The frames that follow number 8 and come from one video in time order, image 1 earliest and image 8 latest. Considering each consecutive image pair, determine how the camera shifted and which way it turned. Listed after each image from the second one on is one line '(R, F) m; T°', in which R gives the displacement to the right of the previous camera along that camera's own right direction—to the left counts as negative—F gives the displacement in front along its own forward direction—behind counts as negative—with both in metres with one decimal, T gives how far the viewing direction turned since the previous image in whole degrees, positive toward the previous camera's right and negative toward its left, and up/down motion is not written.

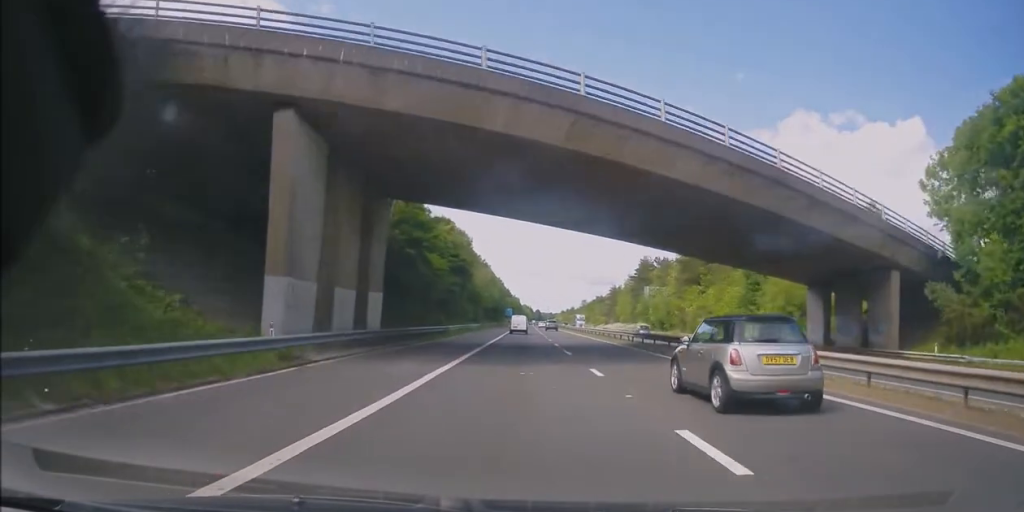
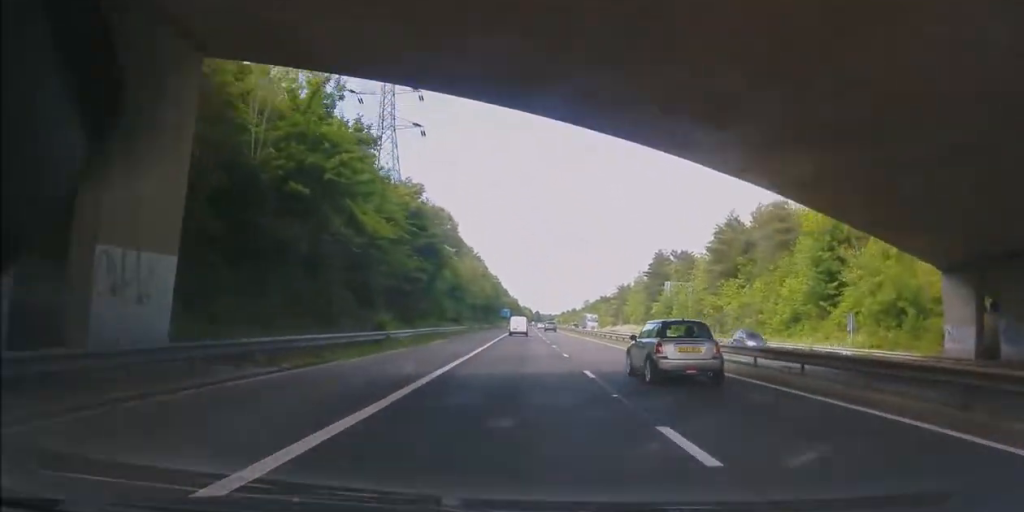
(-0.2, +18.1) m; -1°
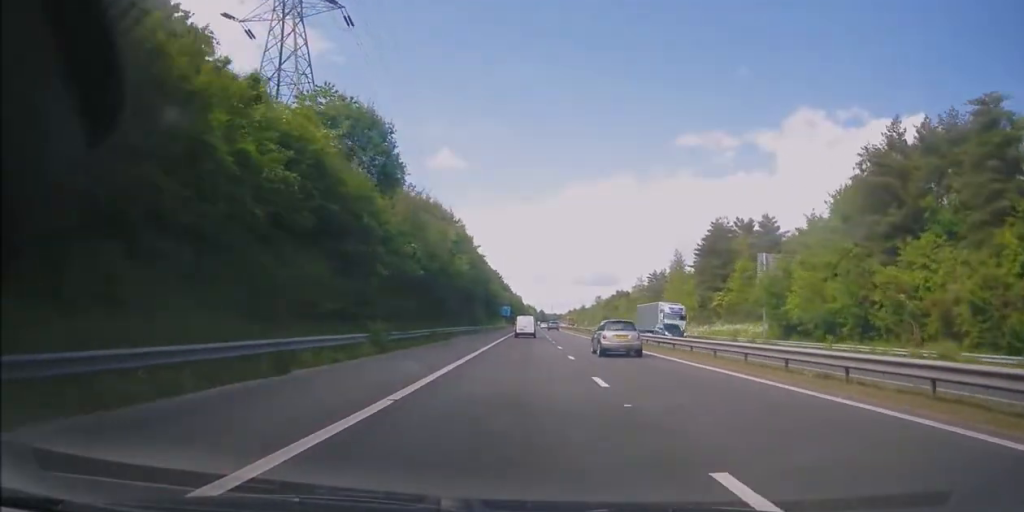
(-0.2, +39.4) m; 0°
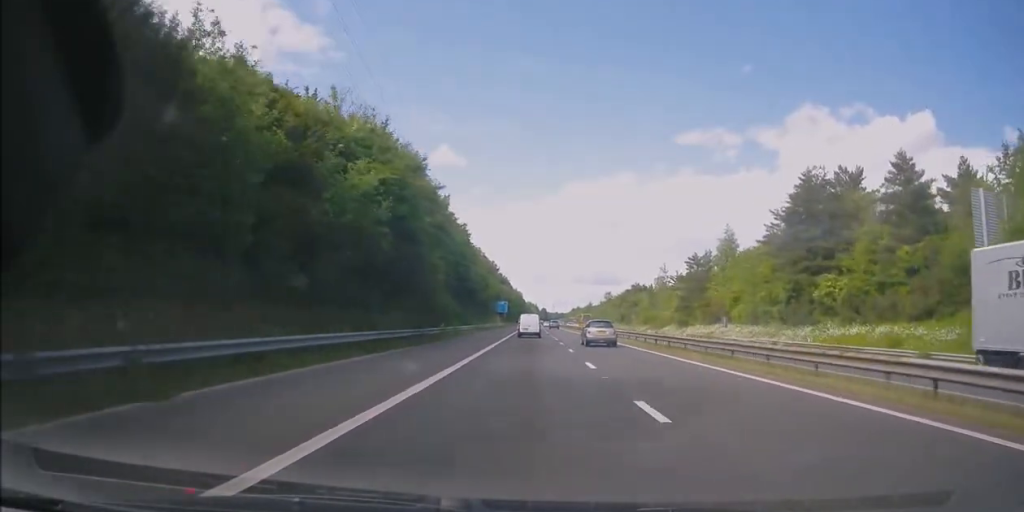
(+0.2, +32.1) m; +1°
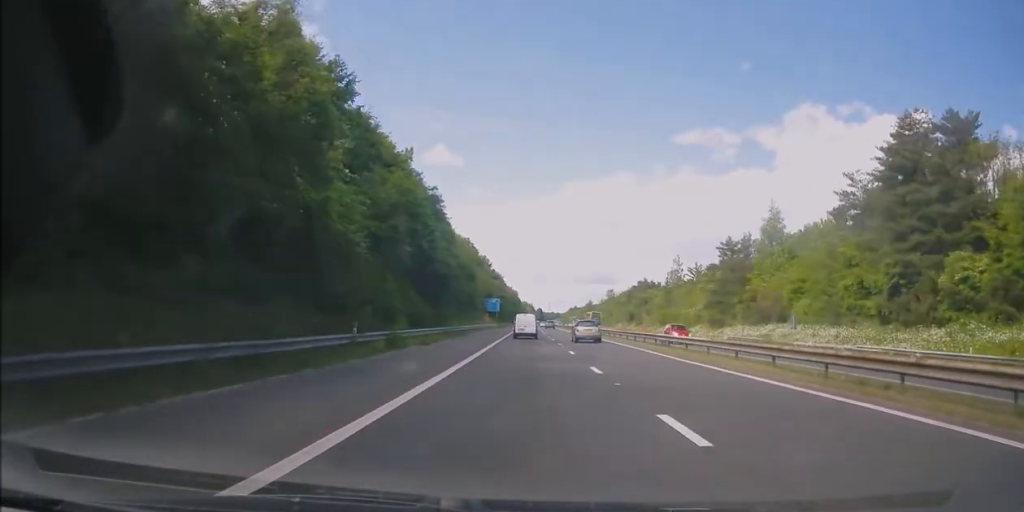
(+0.1, +20.0) m; 0°
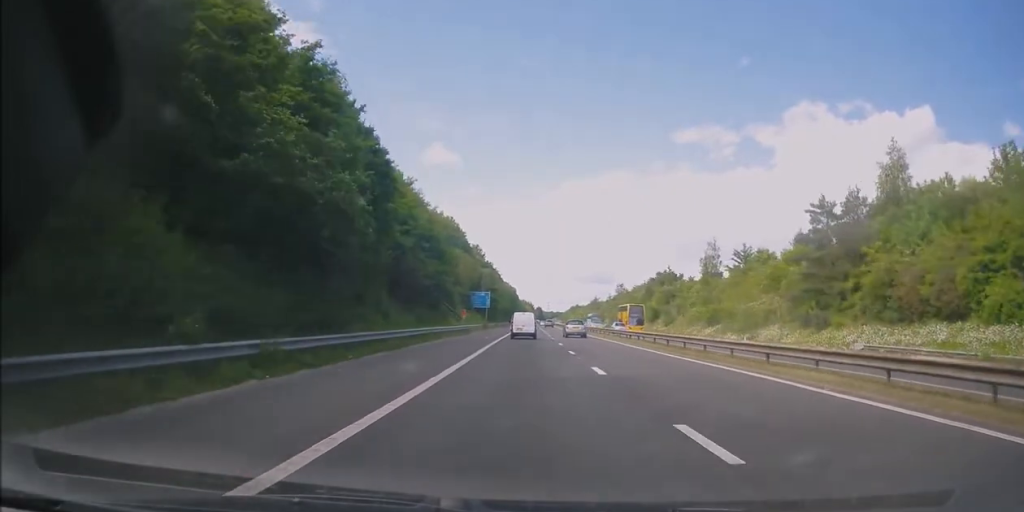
(-0.1, +28.2) m; 0°
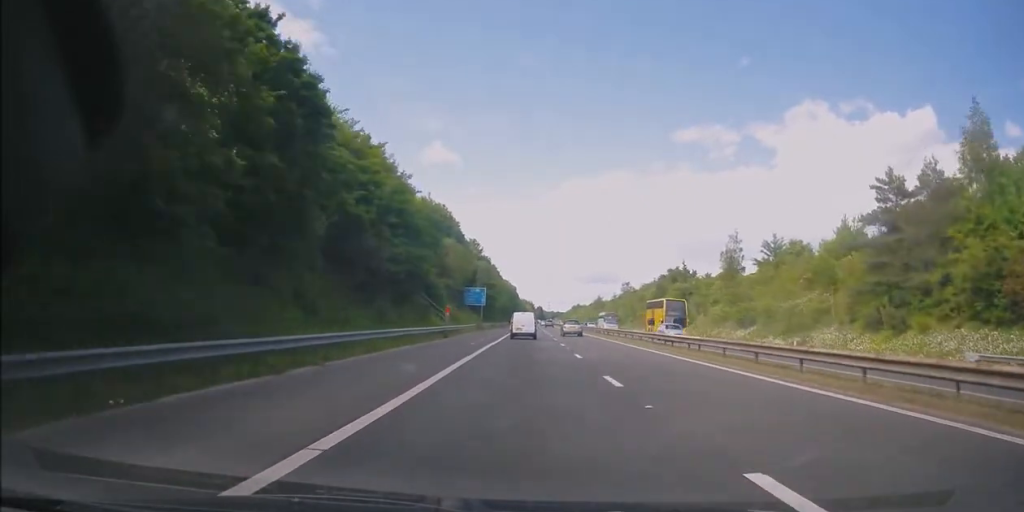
(+0.2, +11.8) m; 0°
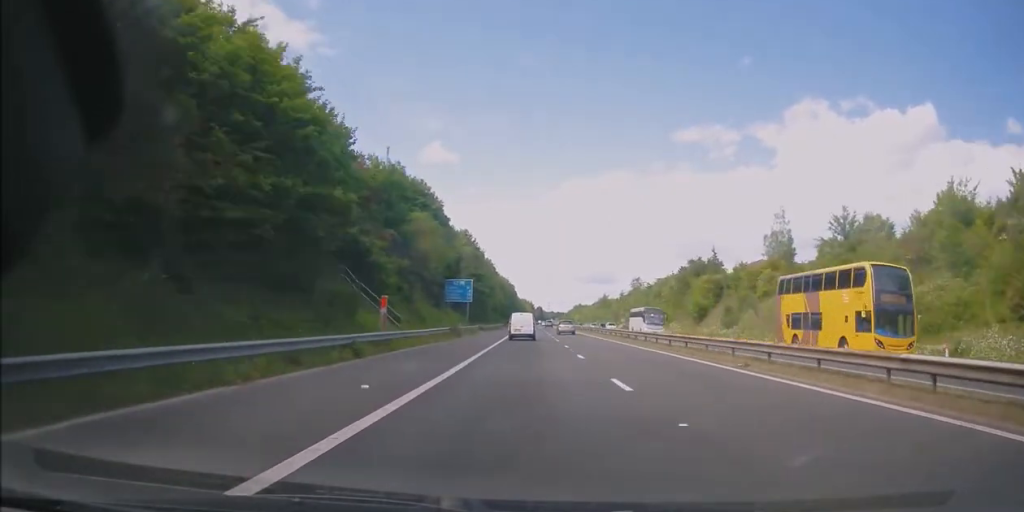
(-0.3, +19.9) m; -1°
